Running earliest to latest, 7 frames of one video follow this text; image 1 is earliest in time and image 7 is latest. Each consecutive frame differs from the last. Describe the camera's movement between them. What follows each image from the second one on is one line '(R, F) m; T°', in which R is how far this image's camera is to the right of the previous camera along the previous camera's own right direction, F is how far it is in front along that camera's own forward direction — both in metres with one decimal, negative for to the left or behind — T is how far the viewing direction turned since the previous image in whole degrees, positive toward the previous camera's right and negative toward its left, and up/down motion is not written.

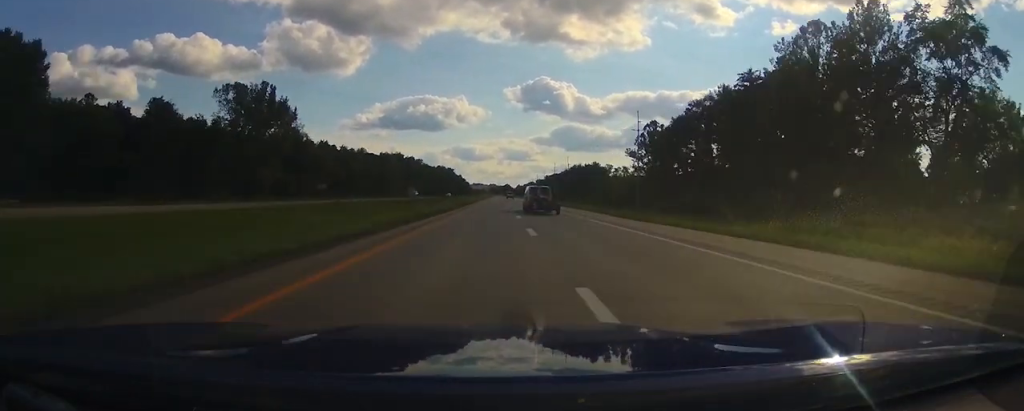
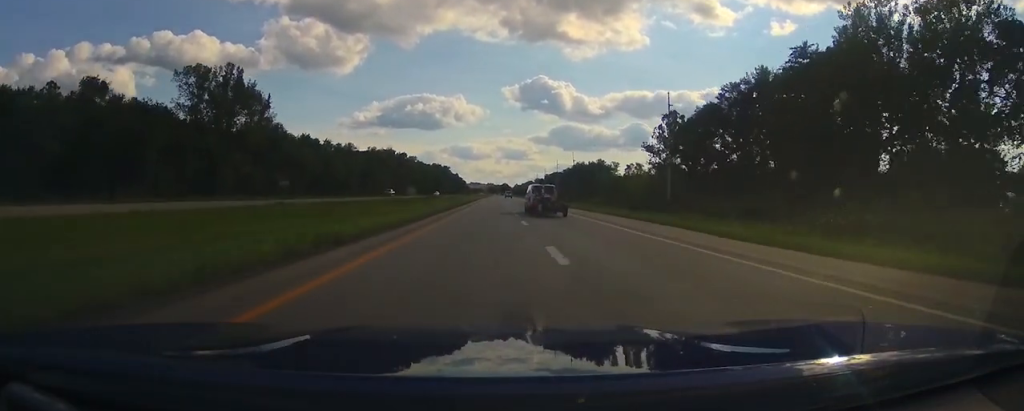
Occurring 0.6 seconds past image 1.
(0.0, +19.1) m; 0°
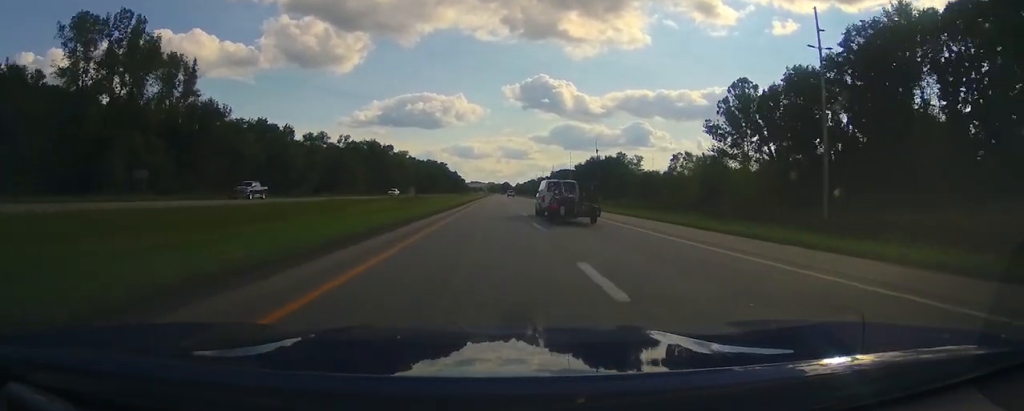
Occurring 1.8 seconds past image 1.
(-0.1, +40.4) m; 0°
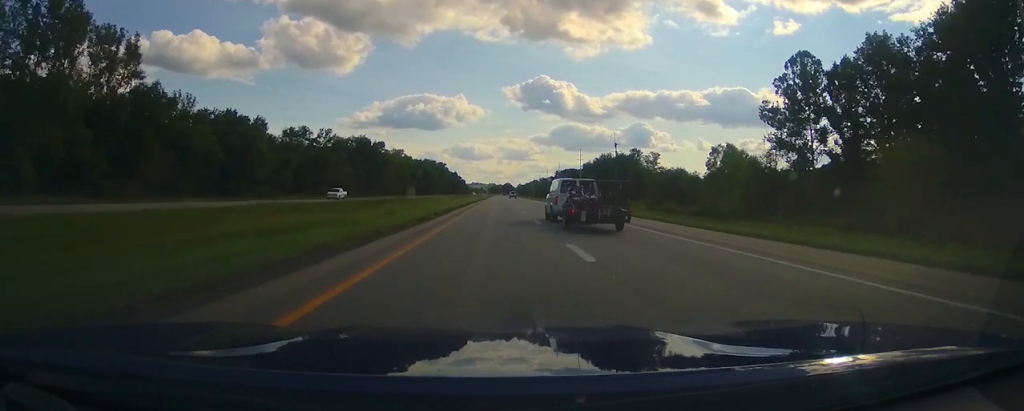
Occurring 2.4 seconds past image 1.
(+0.1, +21.2) m; 0°
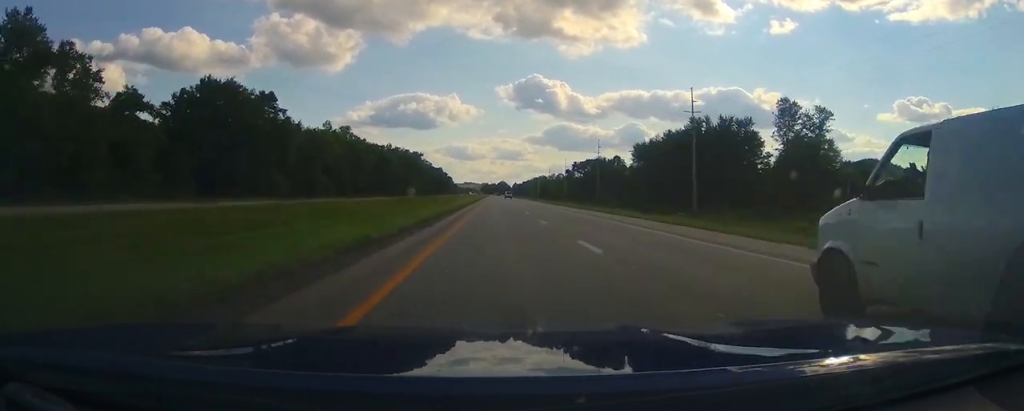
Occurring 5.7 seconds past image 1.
(+0.1, +108.6) m; +1°
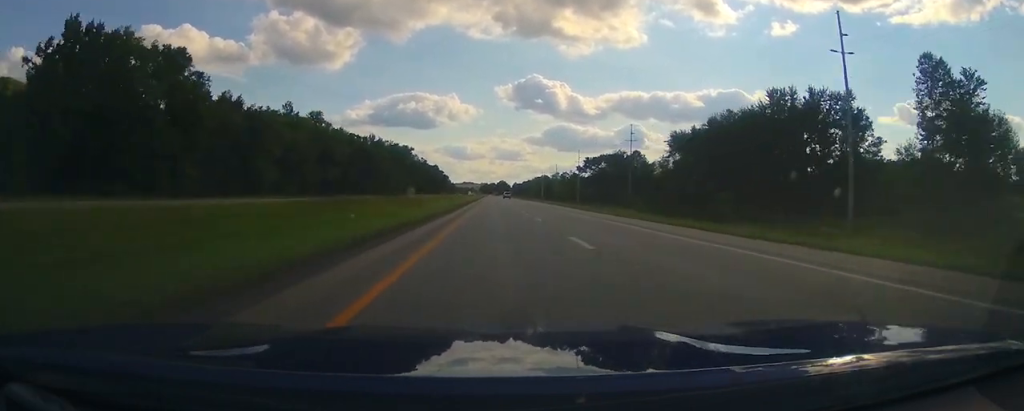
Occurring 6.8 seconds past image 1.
(+0.1, +36.0) m; +1°
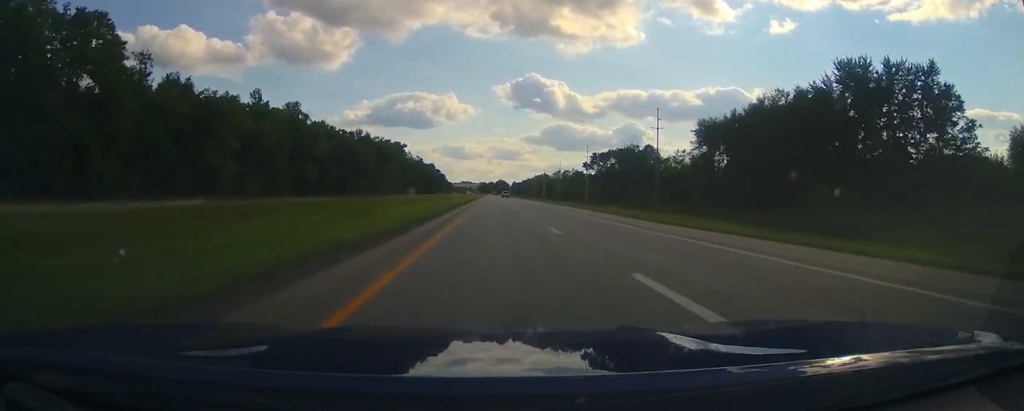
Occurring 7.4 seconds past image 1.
(+0.1, +19.6) m; +1°
